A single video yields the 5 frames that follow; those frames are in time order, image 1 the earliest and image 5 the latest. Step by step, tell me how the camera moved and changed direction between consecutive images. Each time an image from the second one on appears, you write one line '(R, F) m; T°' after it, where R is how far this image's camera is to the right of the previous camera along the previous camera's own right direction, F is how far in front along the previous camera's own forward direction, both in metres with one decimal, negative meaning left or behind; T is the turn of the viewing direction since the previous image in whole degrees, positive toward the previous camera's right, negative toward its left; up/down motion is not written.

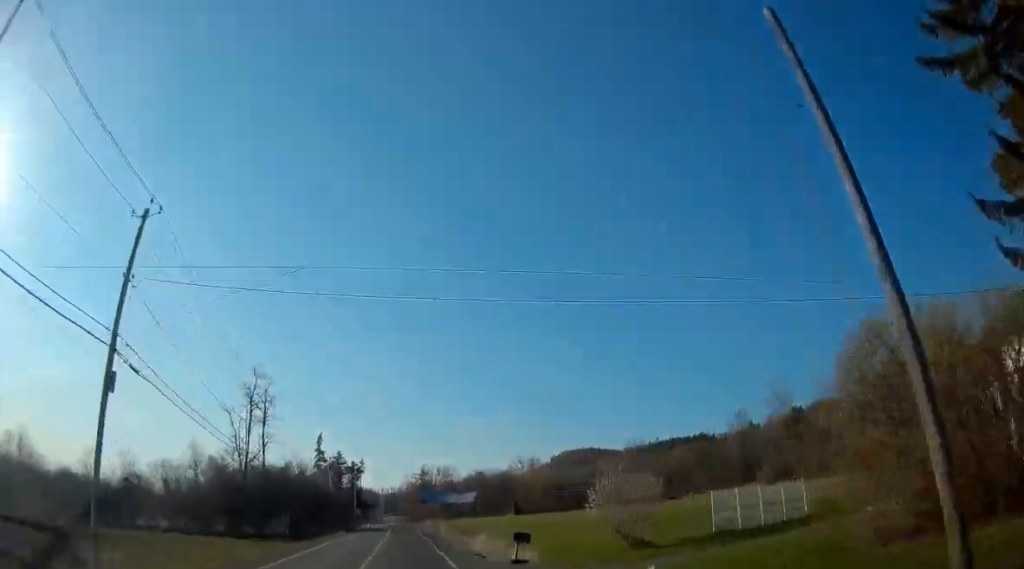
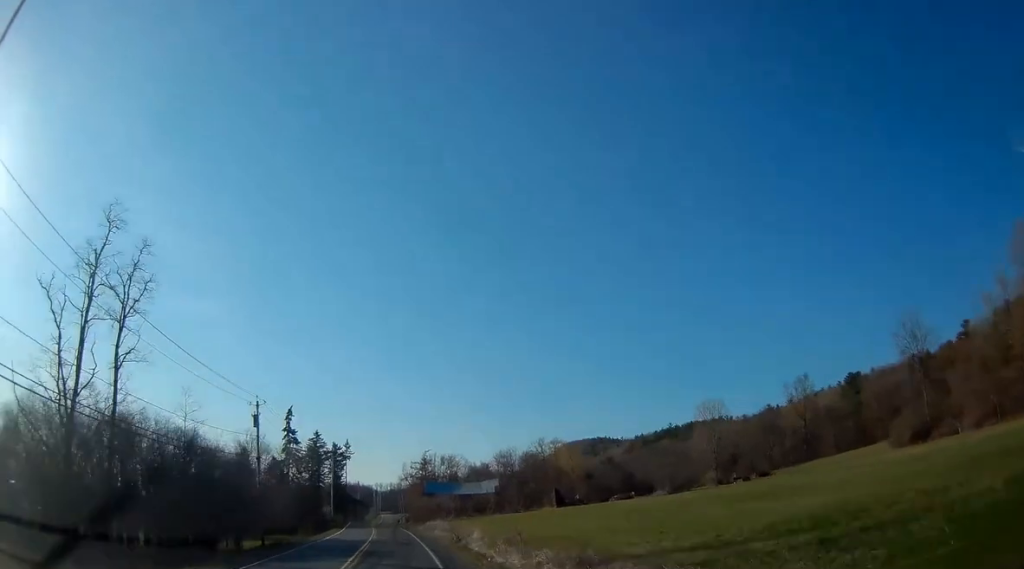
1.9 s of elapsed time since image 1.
(+0.1, +37.6) m; -2°
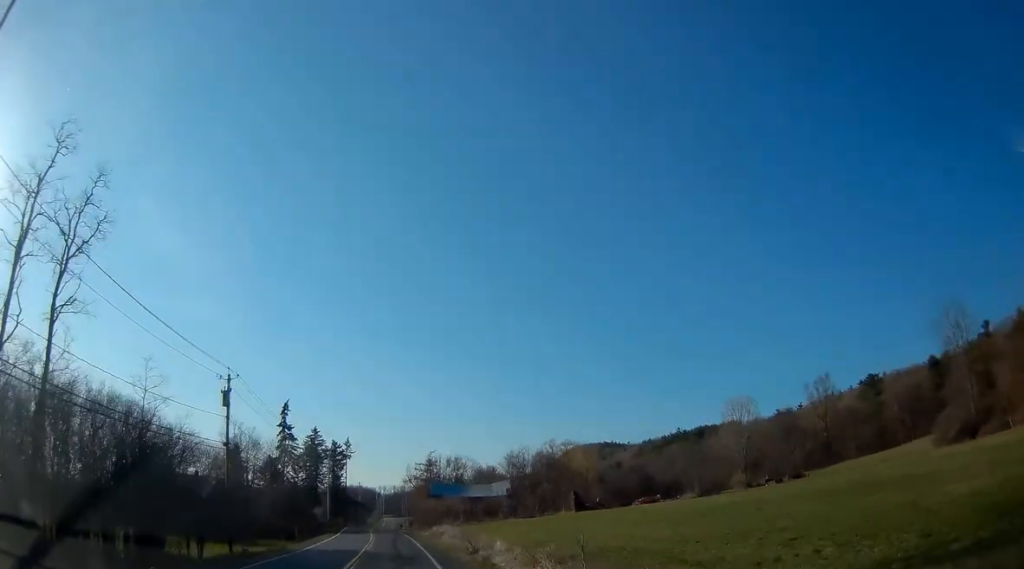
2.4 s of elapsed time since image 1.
(0.0, +8.5) m; -1°
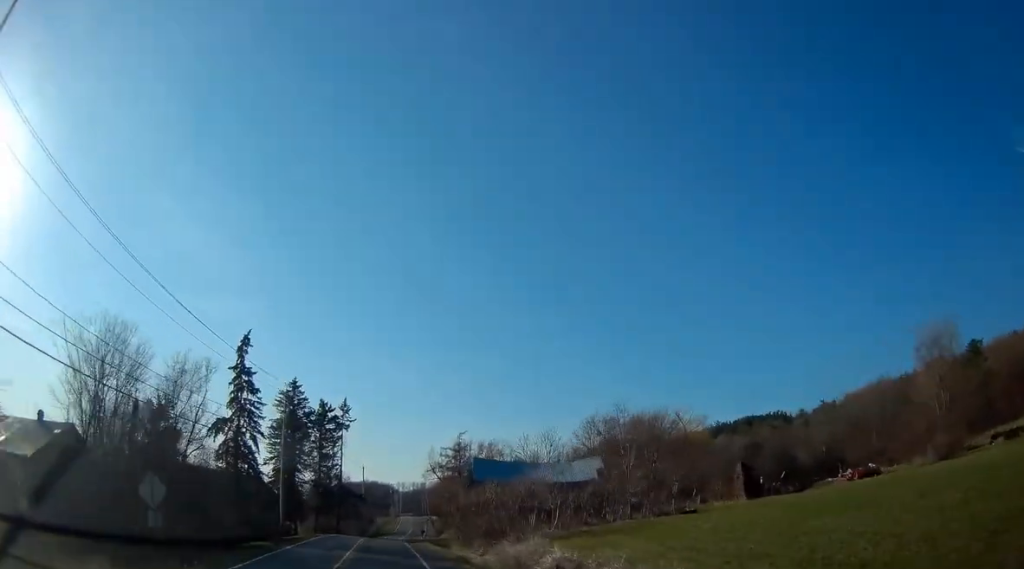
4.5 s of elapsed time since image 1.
(-0.3, +41.1) m; 0°
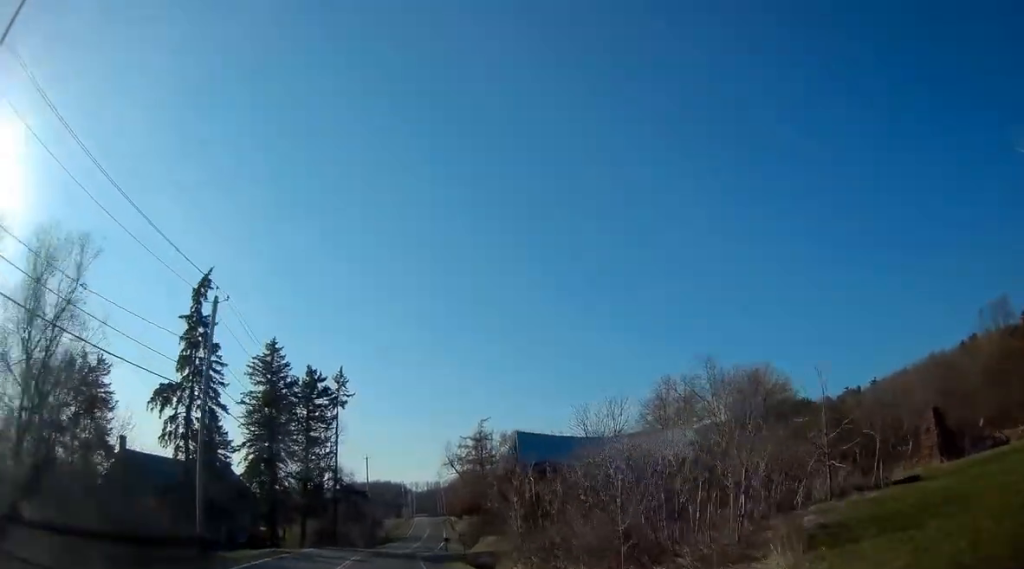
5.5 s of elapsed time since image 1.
(-0.1, +19.5) m; -1°
